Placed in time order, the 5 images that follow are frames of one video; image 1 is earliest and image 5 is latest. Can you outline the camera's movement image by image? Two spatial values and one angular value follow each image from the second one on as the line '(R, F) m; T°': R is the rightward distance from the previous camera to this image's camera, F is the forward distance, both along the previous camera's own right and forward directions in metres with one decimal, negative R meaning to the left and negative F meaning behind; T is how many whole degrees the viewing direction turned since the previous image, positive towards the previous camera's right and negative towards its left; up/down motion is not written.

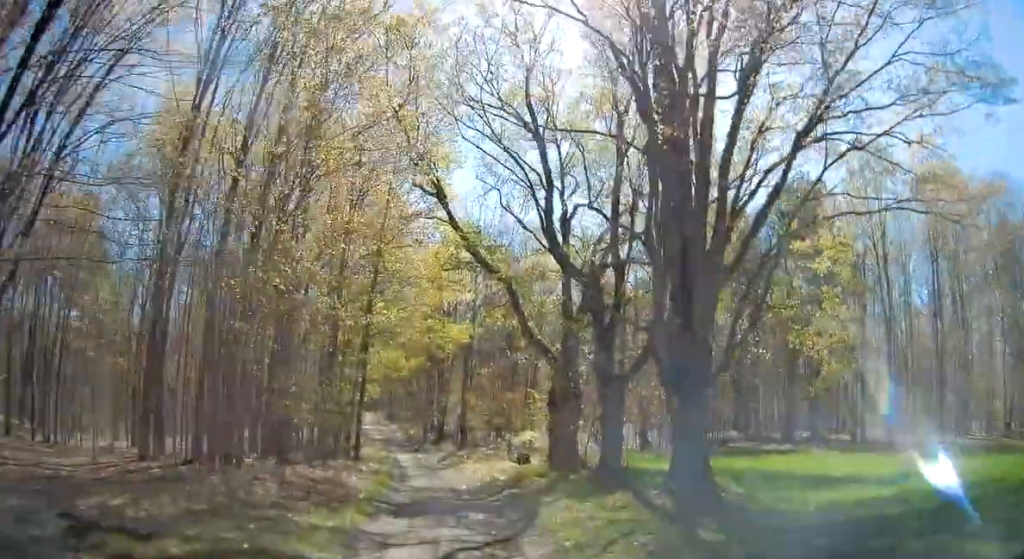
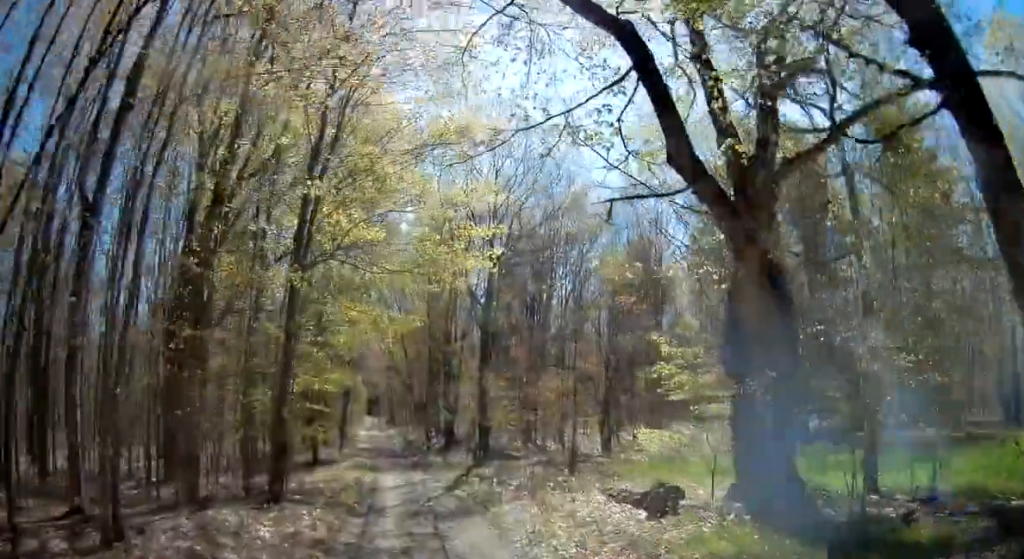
(-0.3, +15.2) m; -4°
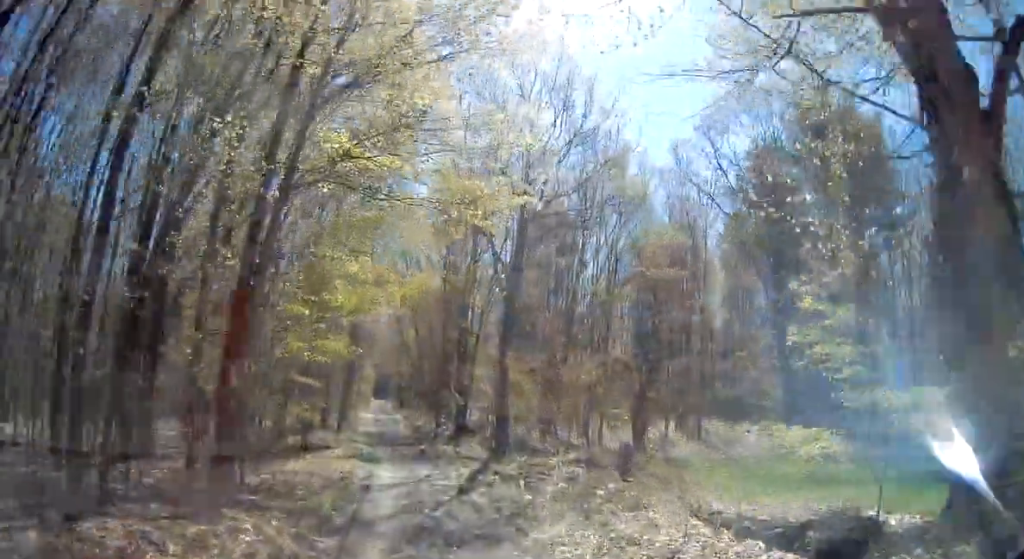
(0.0, +4.5) m; -4°
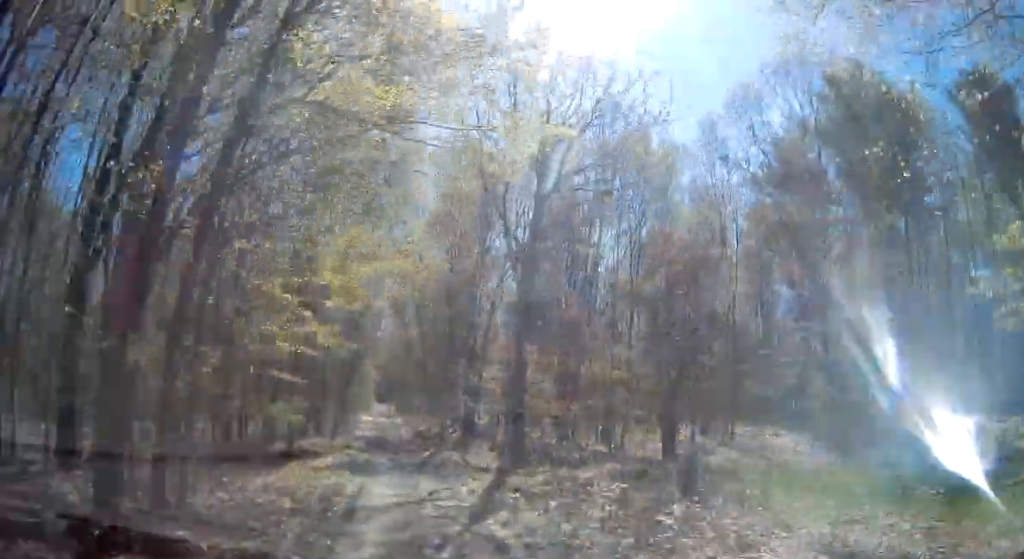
(-0.3, +3.3) m; -2°
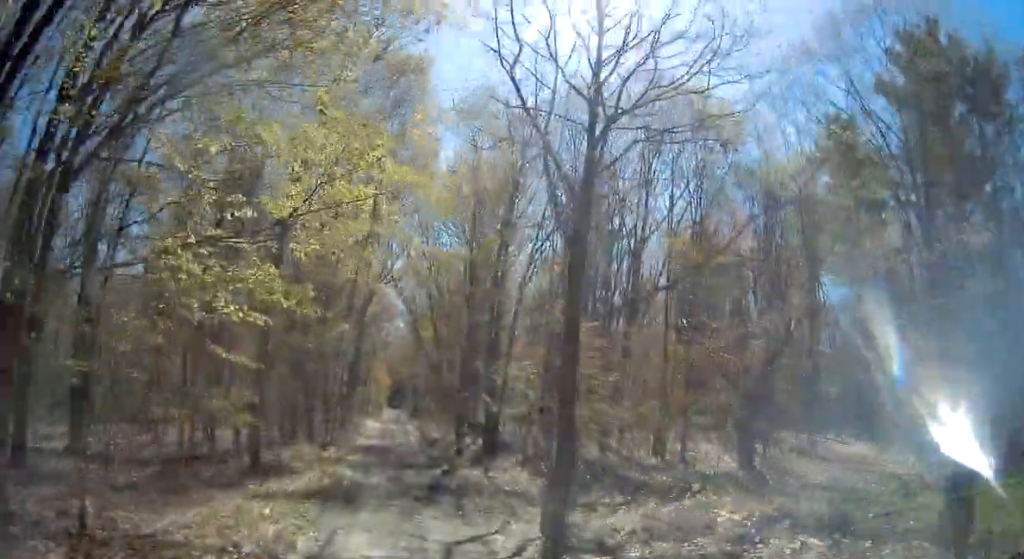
(0.0, +6.2) m; +1°
